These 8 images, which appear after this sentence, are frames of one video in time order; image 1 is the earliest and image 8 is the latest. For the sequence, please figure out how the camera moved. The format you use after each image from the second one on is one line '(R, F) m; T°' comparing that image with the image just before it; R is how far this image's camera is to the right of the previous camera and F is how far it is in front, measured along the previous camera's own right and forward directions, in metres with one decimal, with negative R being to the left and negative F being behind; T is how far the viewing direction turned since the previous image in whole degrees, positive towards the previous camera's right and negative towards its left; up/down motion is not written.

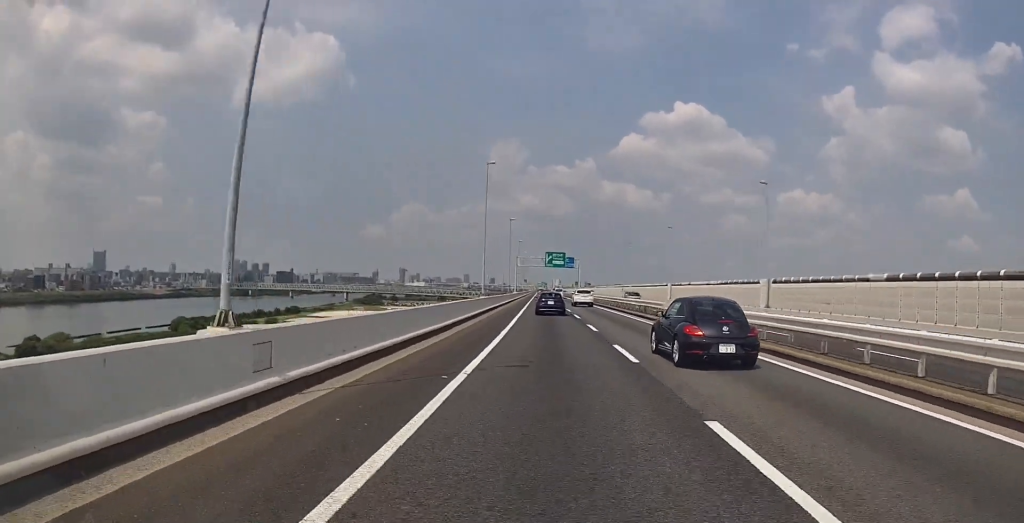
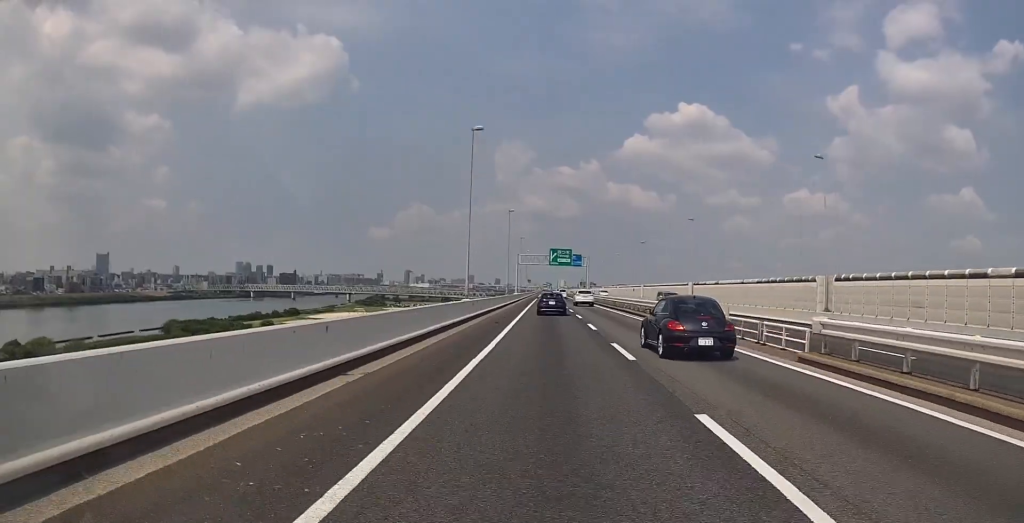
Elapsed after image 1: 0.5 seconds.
(+0.1, +9.2) m; -1°
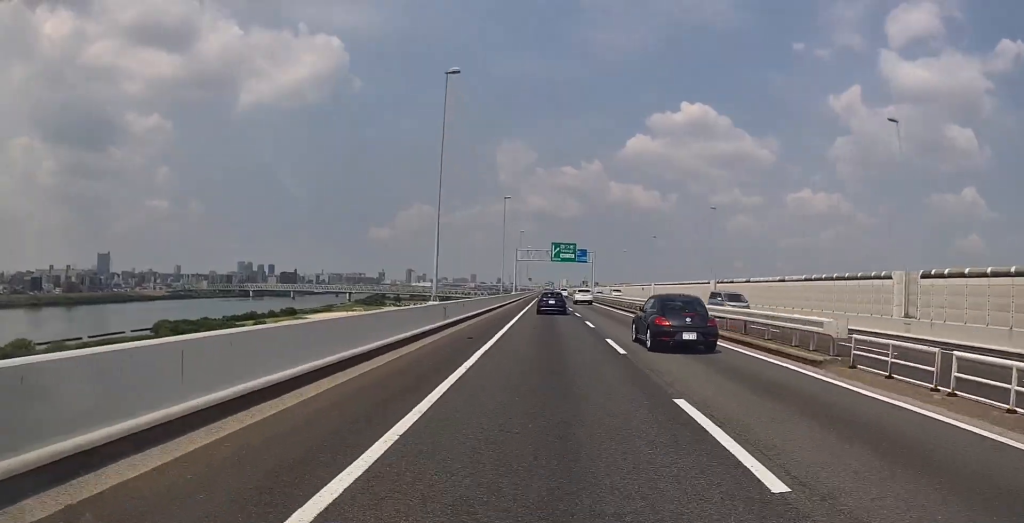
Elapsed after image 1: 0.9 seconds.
(-0.1, +8.5) m; -1°
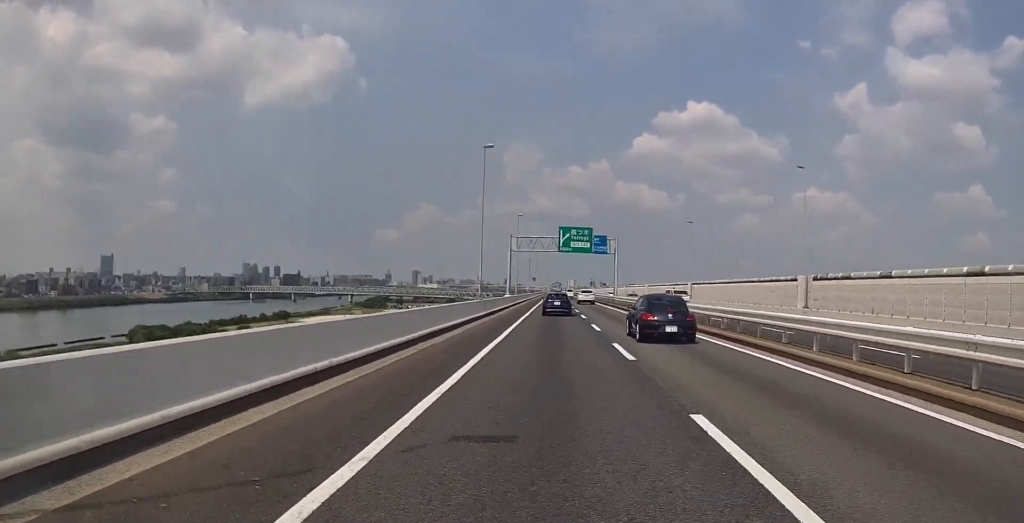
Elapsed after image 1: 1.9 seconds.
(-0.5, +20.4) m; -2°
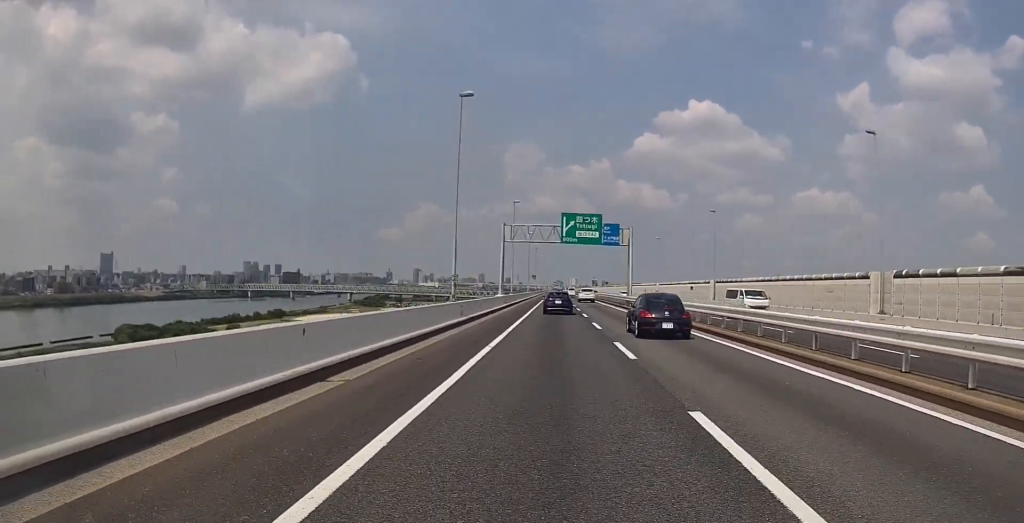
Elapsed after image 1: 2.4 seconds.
(-0.3, +10.0) m; 0°
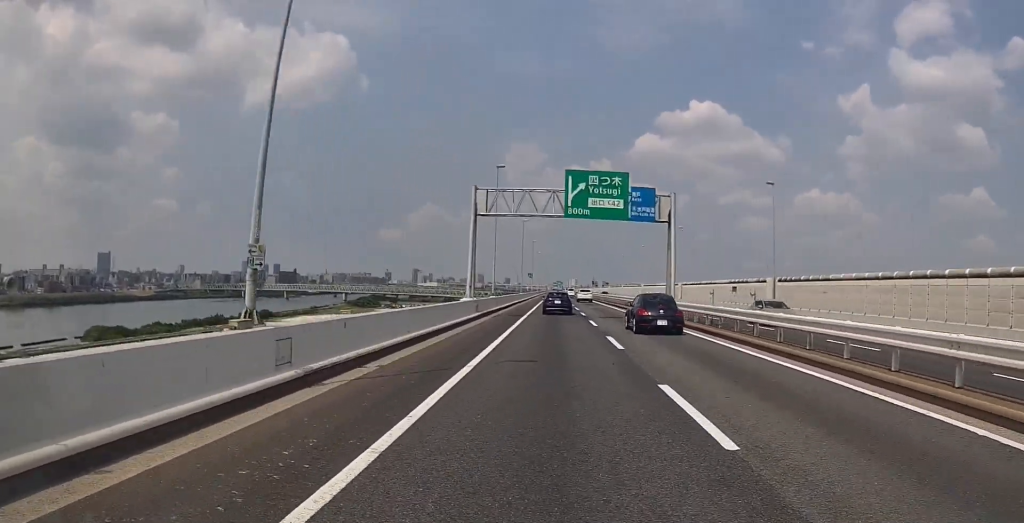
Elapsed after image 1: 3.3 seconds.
(+0.4, +16.7) m; 0°
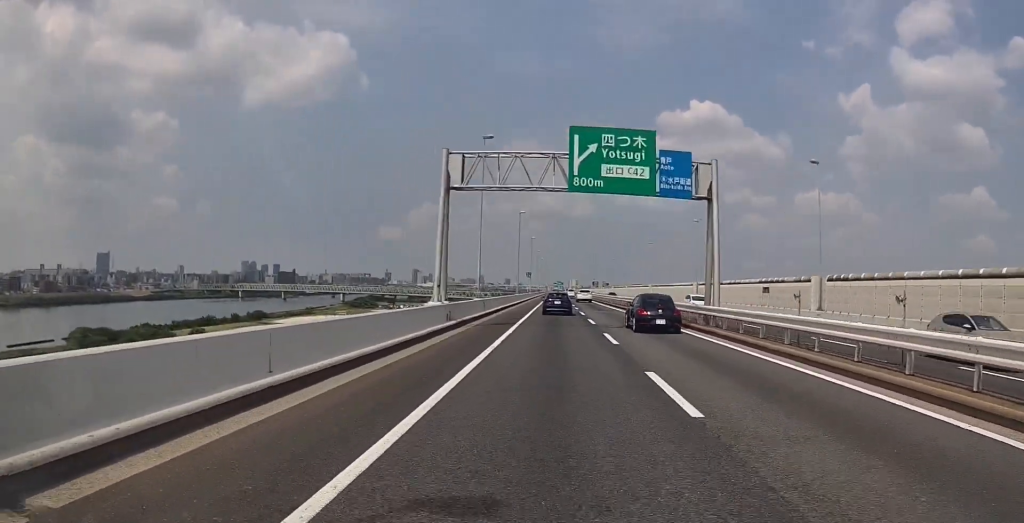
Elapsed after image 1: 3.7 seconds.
(+0.3, +8.7) m; 0°
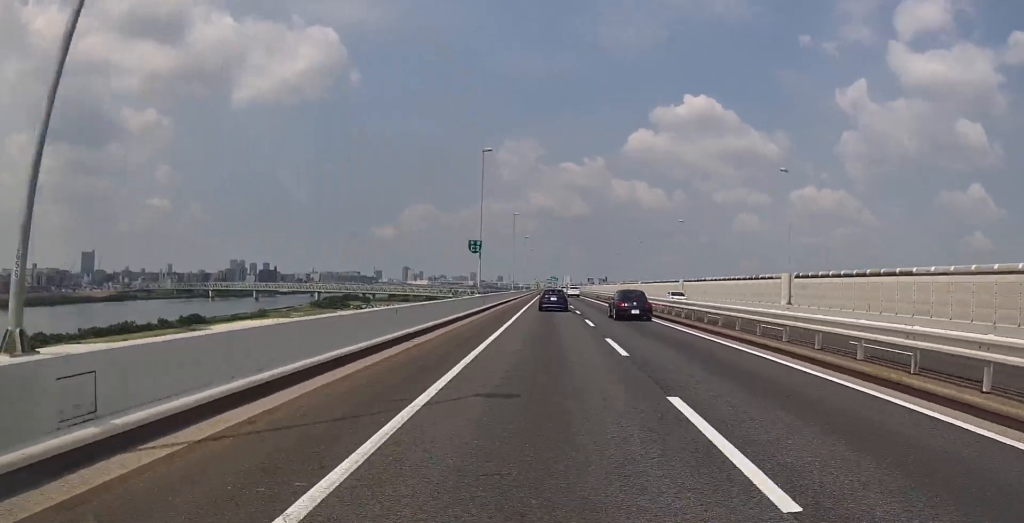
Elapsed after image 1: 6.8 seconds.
(-2.4, +63.3) m; -1°
